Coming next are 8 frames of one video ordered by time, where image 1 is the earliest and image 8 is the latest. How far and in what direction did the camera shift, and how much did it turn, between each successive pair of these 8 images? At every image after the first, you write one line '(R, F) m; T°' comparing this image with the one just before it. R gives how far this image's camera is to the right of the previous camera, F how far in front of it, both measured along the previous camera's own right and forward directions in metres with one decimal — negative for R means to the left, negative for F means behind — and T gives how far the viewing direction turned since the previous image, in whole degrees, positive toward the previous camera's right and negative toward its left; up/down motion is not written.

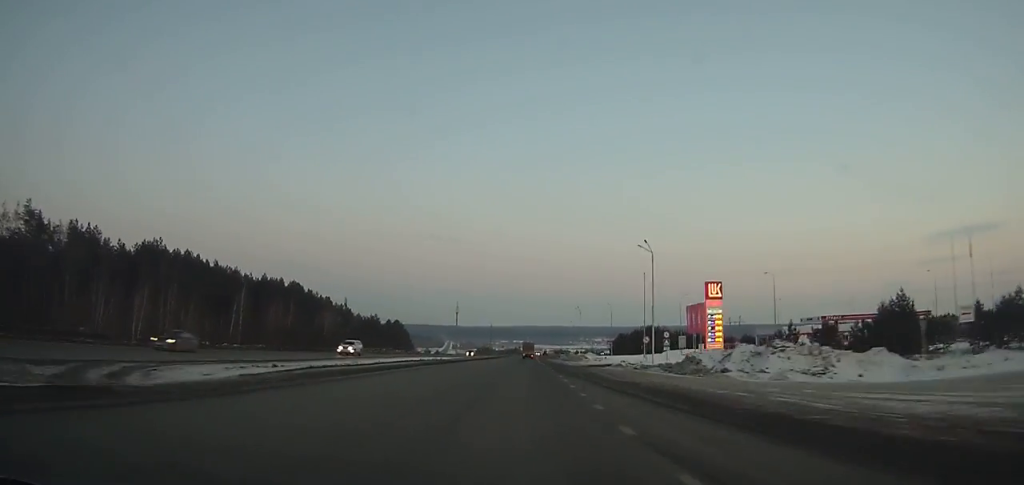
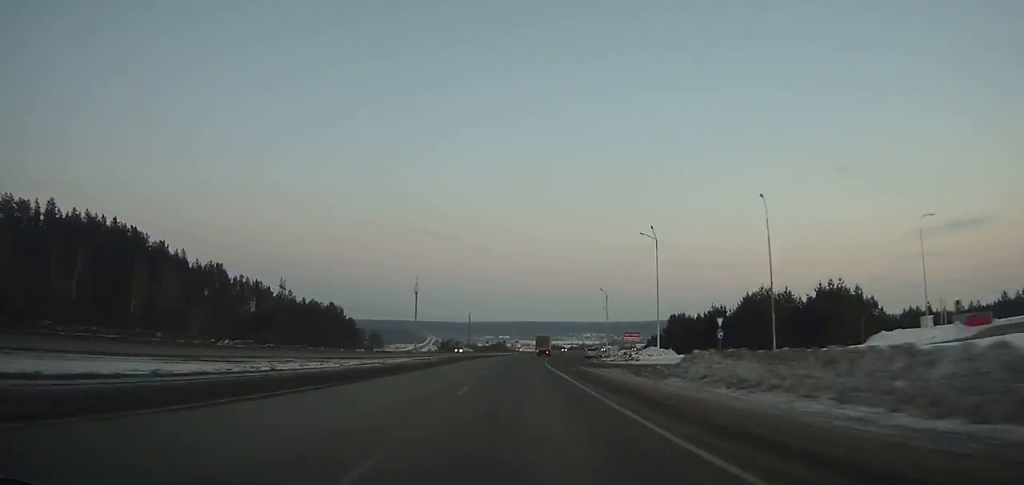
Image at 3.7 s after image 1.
(+1.9, +84.6) m; +4°
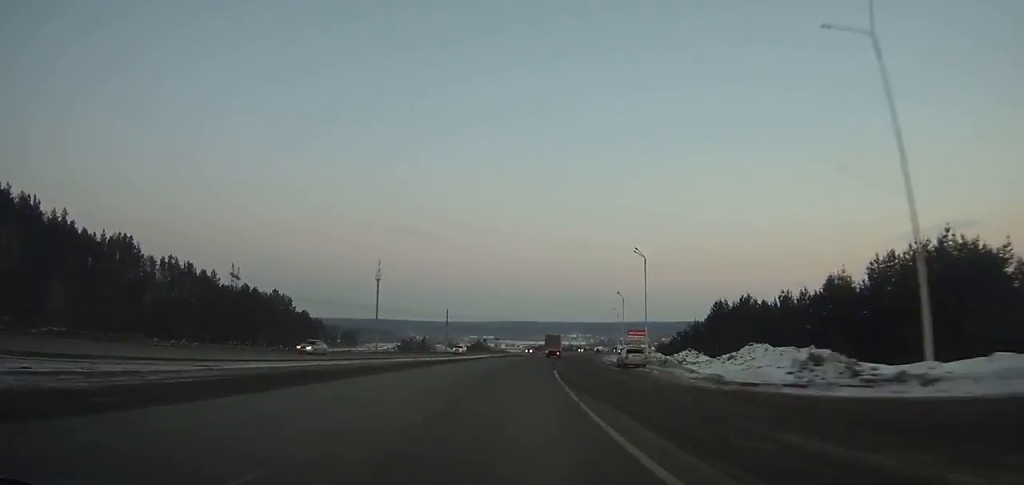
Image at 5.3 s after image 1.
(+0.3, +36.0) m; +2°
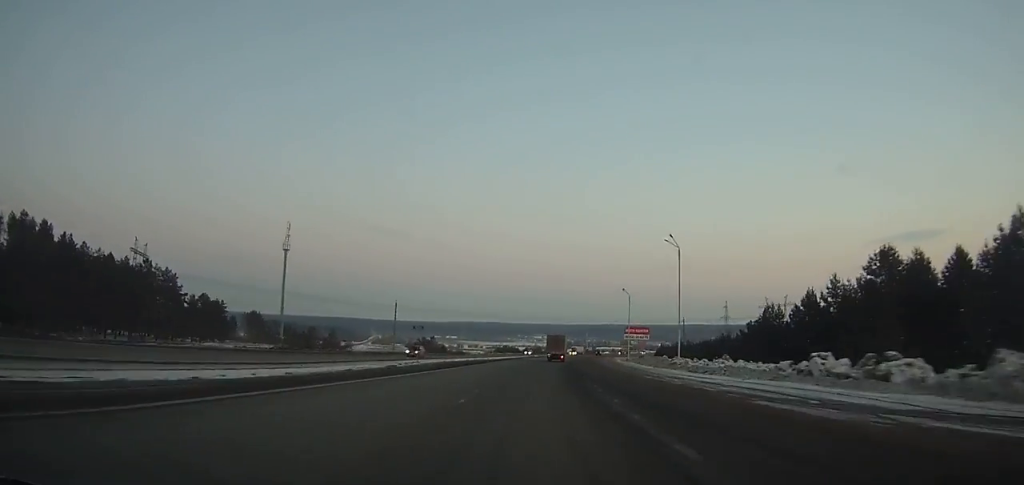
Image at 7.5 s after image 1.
(+1.1, +48.8) m; +4°
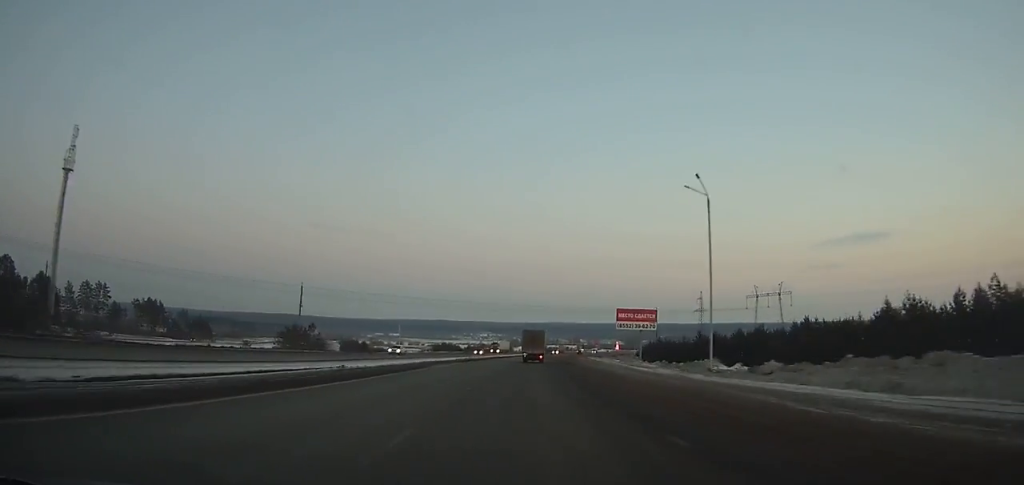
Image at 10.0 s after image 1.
(+2.5, +54.3) m; +4°
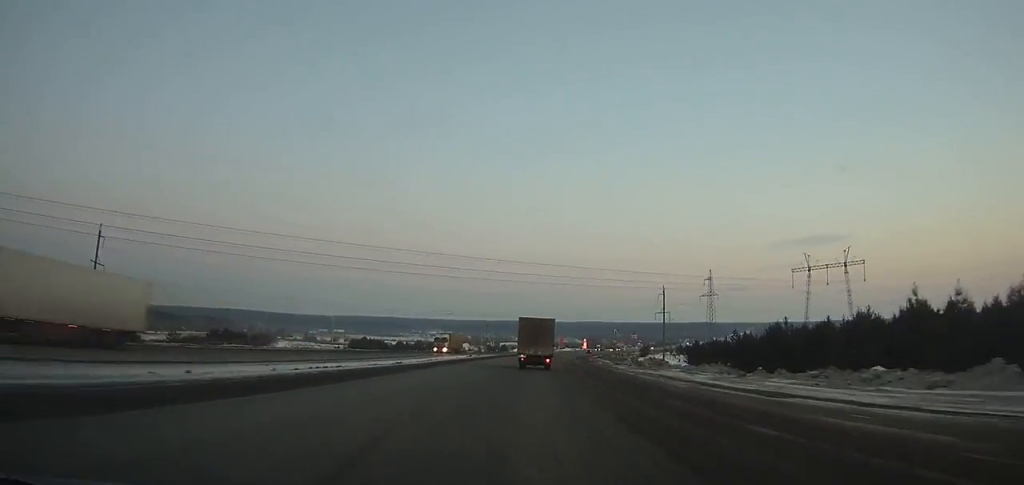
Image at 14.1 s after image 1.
(+3.7, +87.7) m; +4°
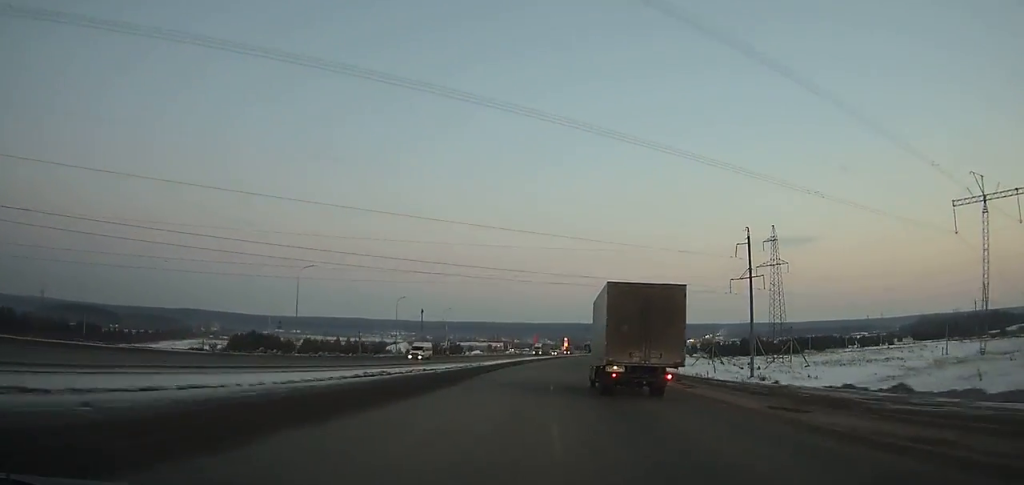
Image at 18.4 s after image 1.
(+3.9, +91.4) m; +5°
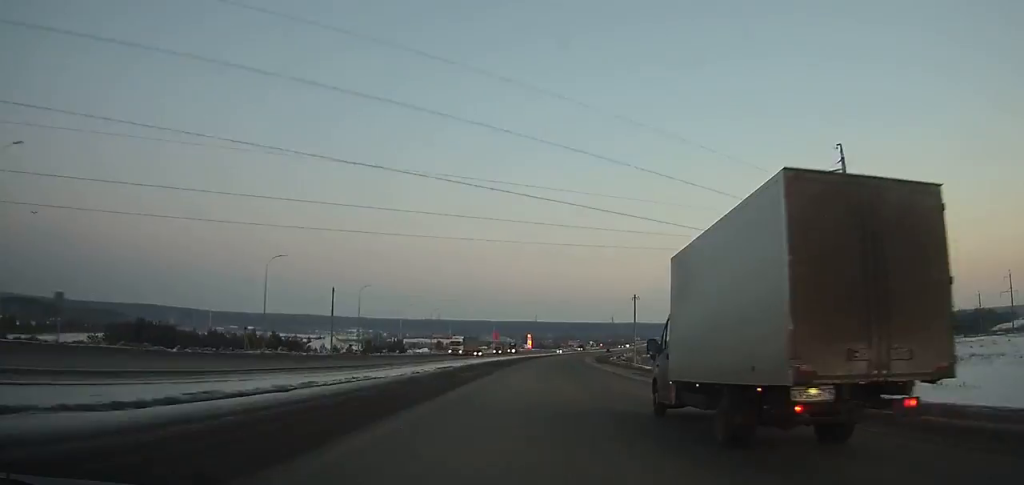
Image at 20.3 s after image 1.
(+0.8, +40.9) m; +3°
